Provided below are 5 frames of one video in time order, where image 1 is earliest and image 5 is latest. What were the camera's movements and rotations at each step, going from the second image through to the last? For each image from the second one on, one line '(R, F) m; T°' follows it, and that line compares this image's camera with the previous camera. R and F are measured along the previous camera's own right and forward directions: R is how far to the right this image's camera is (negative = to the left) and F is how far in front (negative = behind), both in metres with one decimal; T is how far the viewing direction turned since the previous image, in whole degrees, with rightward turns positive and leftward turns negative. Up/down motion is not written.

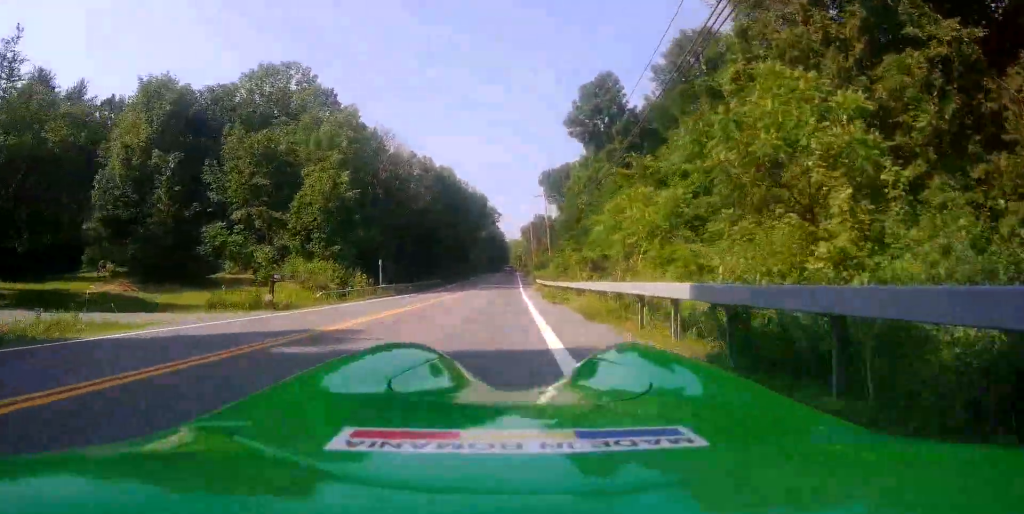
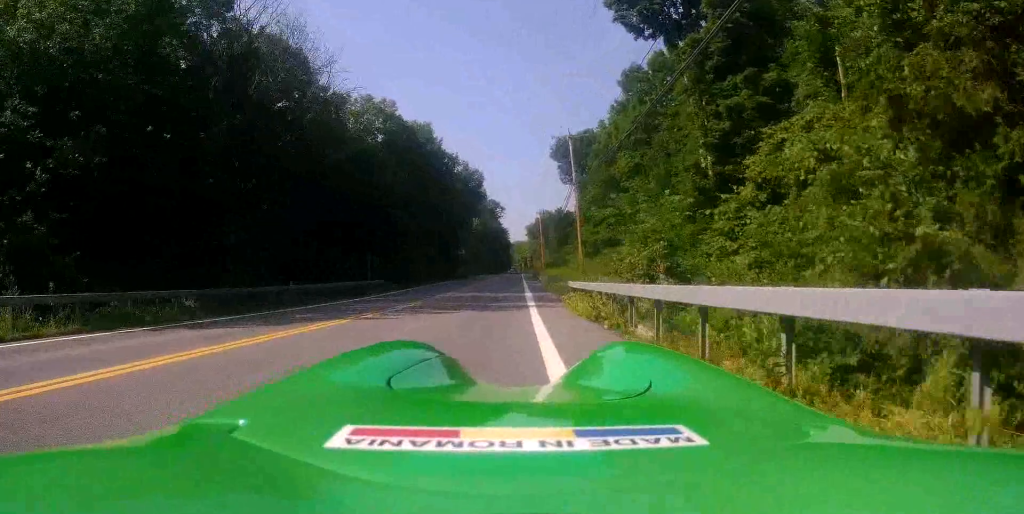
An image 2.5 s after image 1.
(-0.1, +27.8) m; -2°
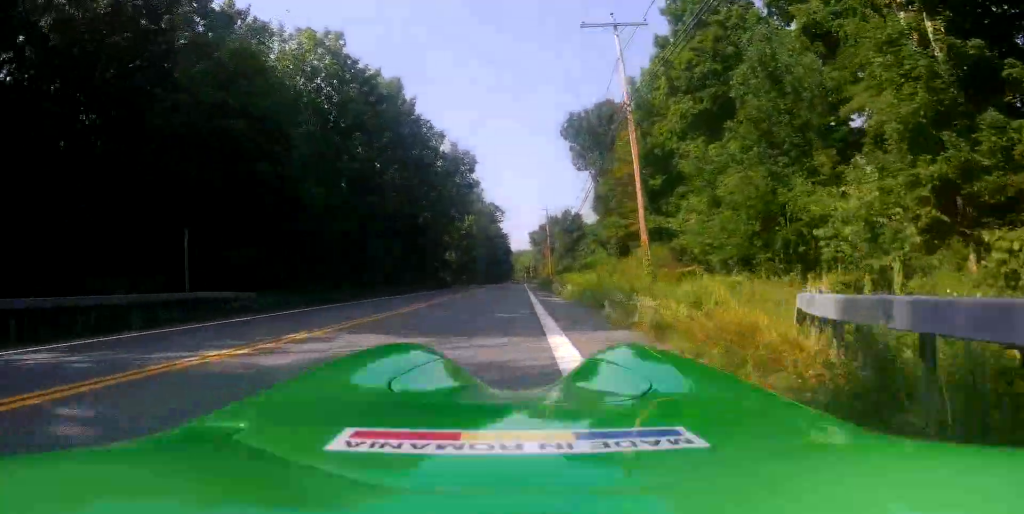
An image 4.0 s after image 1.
(+0.3, +19.0) m; +1°
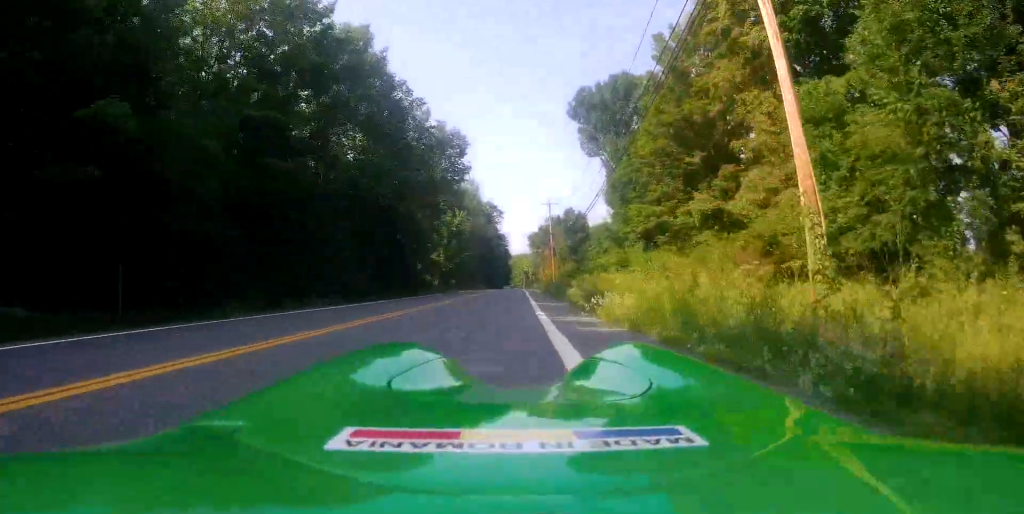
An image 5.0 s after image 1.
(+0.1, +11.8) m; +2°
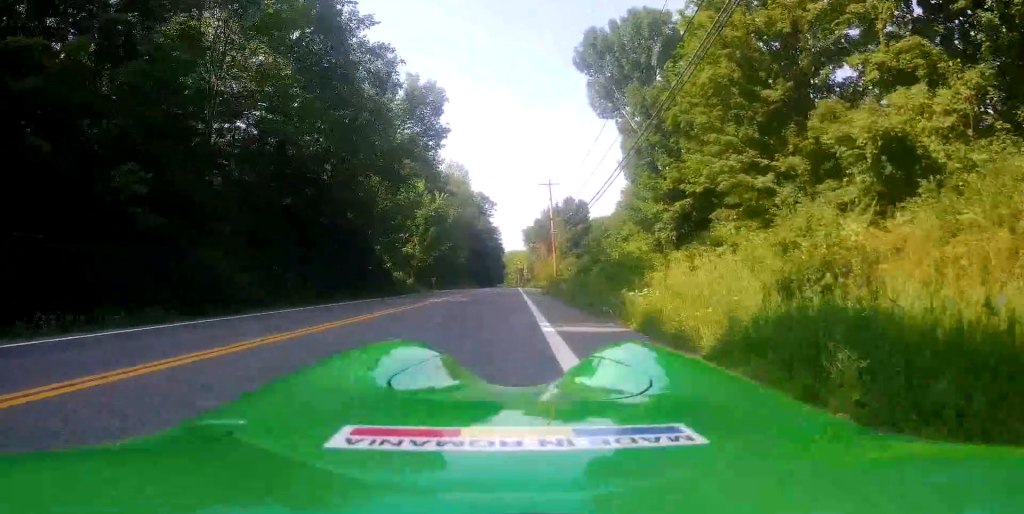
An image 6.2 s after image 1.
(+0.3, +14.8) m; +1°
